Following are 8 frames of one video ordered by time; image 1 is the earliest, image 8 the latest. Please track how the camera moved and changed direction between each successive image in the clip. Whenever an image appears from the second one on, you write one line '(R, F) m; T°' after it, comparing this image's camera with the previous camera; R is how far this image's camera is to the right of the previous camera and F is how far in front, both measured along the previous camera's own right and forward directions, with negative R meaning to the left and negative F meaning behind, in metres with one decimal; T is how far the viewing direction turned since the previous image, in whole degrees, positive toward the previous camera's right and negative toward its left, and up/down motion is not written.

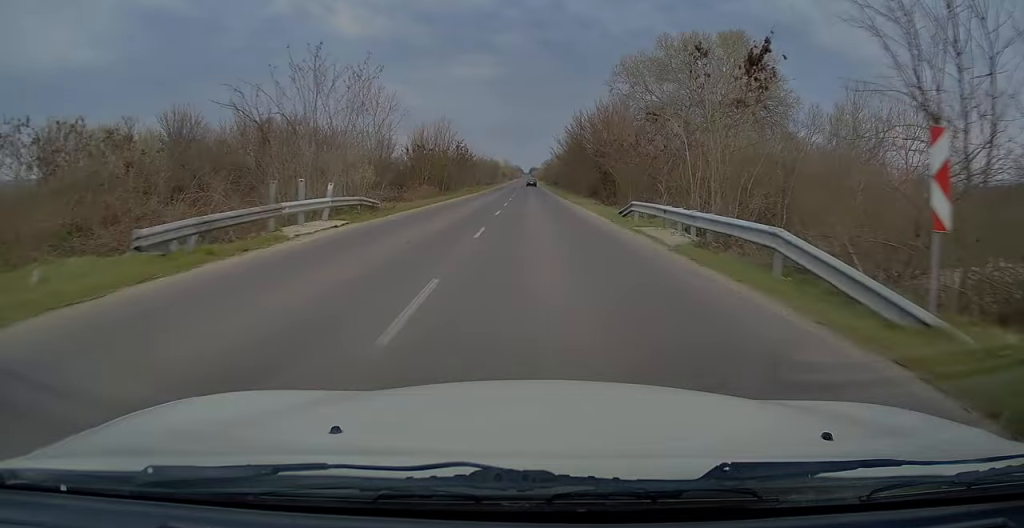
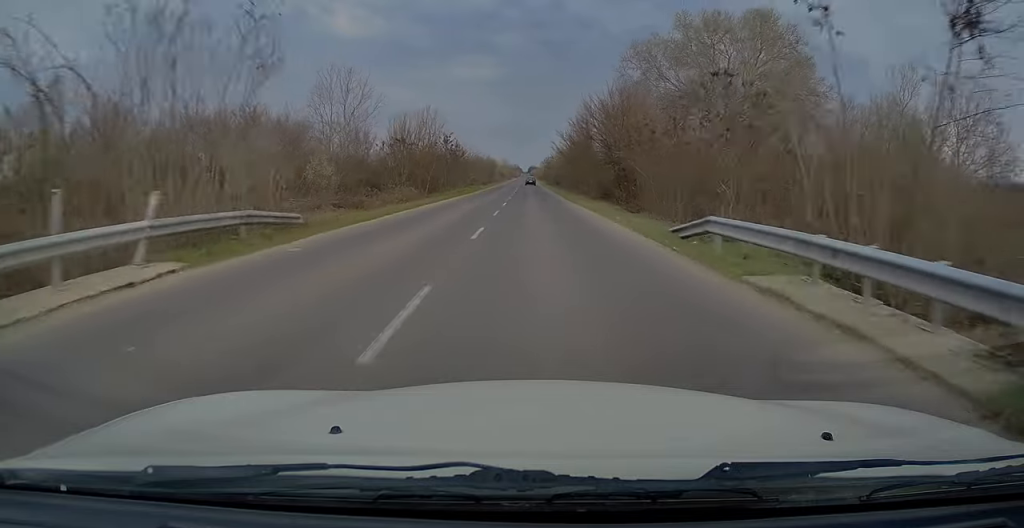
(0.0, +9.1) m; 0°
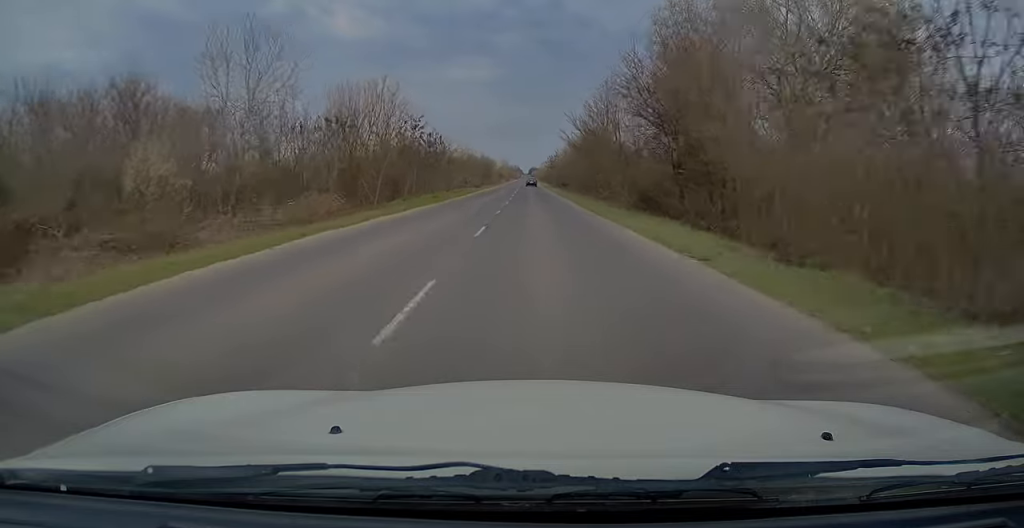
(-0.1, +17.2) m; 0°
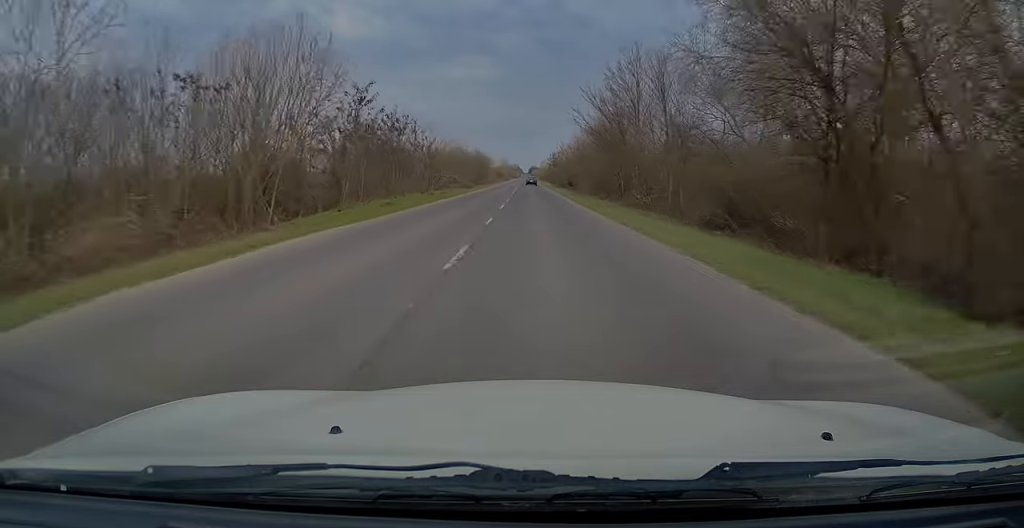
(0.0, +14.2) m; 0°
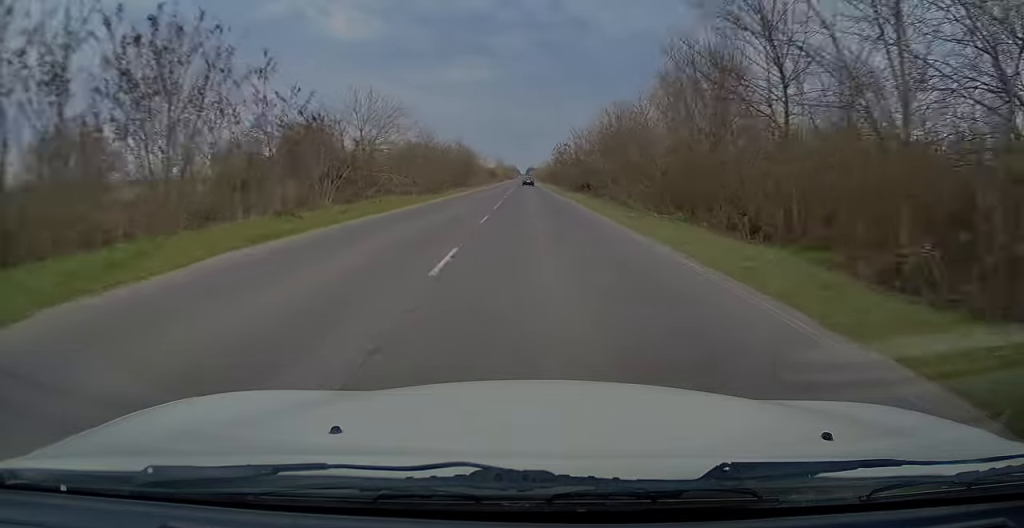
(+0.1, +27.0) m; 0°
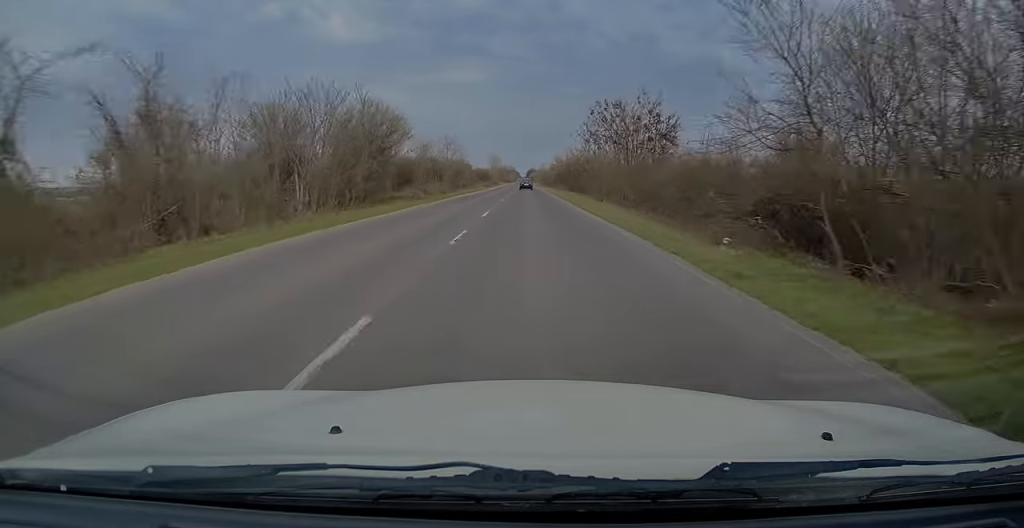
(-0.4, +49.7) m; -1°
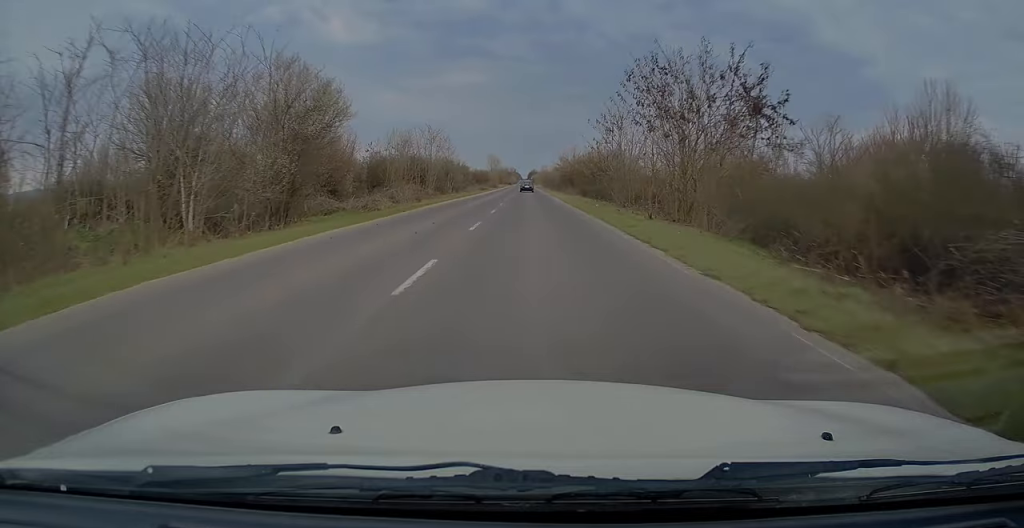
(0.0, +13.6) m; 0°
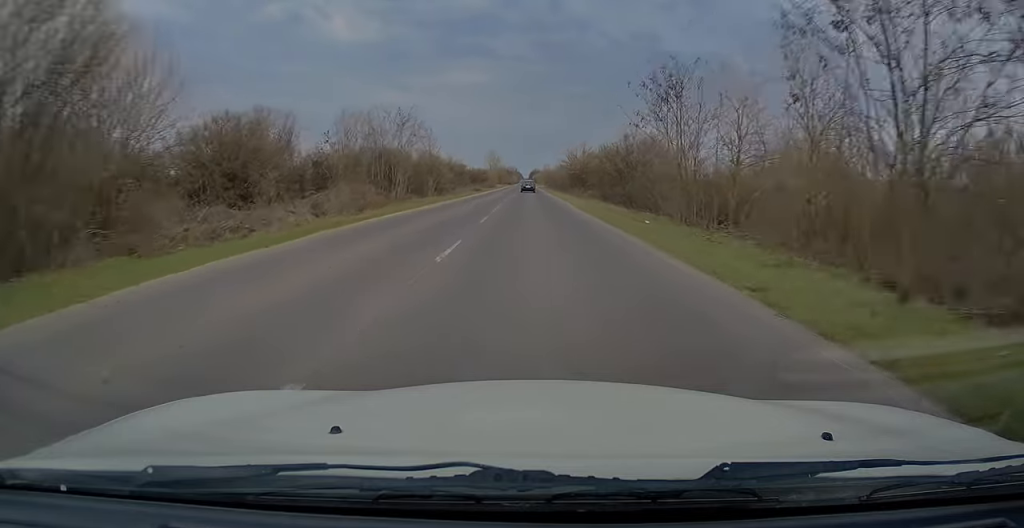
(+0.1, +15.1) m; 0°
